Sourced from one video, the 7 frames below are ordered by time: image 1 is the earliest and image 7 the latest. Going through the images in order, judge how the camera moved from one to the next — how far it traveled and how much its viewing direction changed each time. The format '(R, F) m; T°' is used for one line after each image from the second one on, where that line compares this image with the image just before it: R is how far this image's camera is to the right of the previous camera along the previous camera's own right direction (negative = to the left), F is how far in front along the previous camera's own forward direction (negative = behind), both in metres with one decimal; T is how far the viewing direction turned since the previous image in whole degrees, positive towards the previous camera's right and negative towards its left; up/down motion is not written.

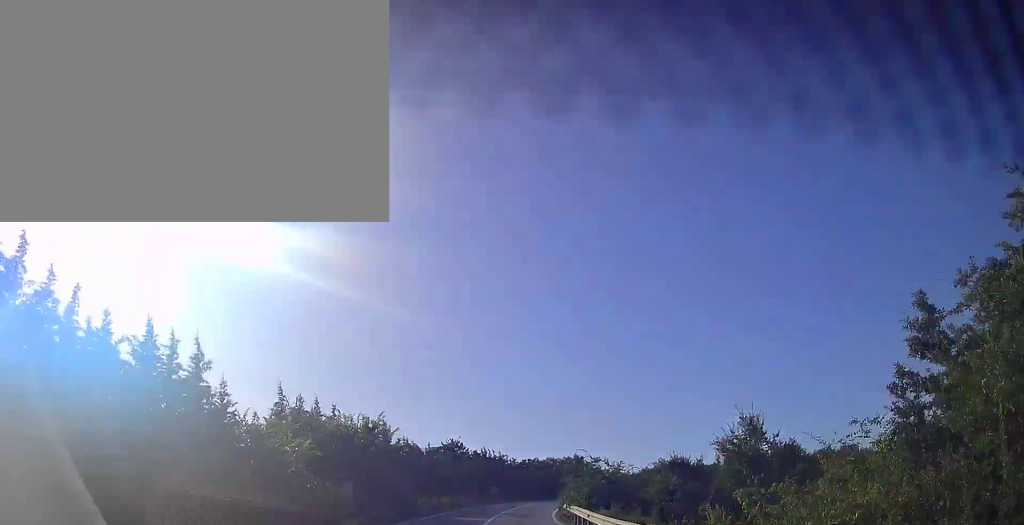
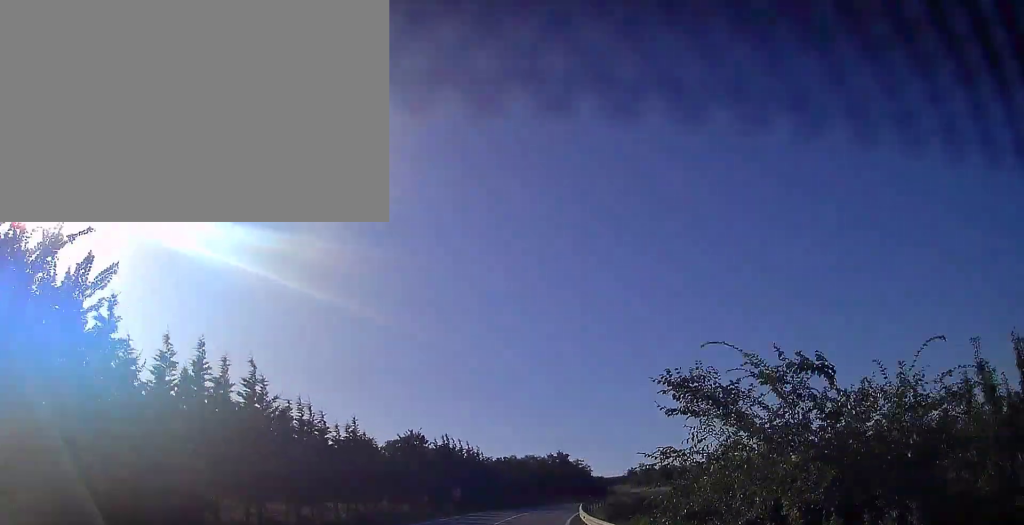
(+0.4, +22.0) m; +2°
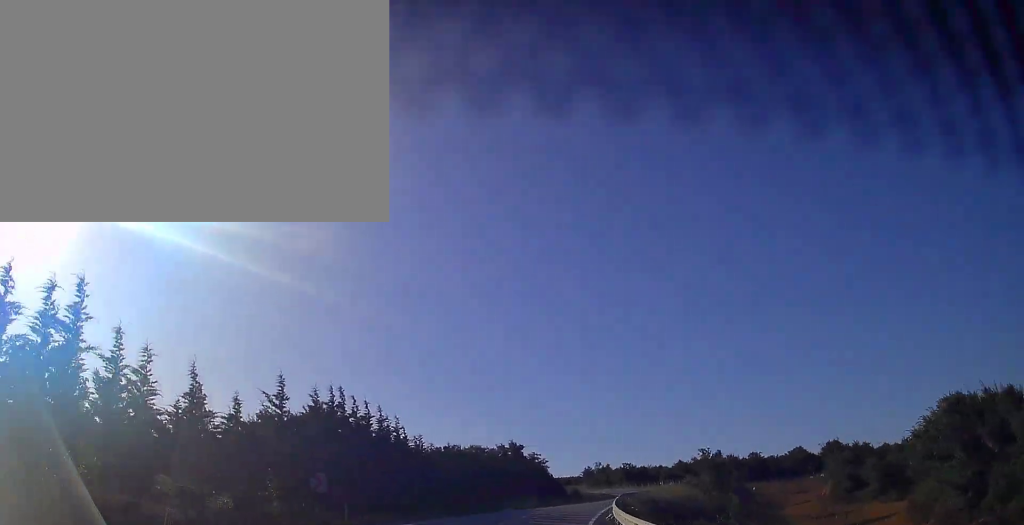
(+0.4, +22.5) m; +4°
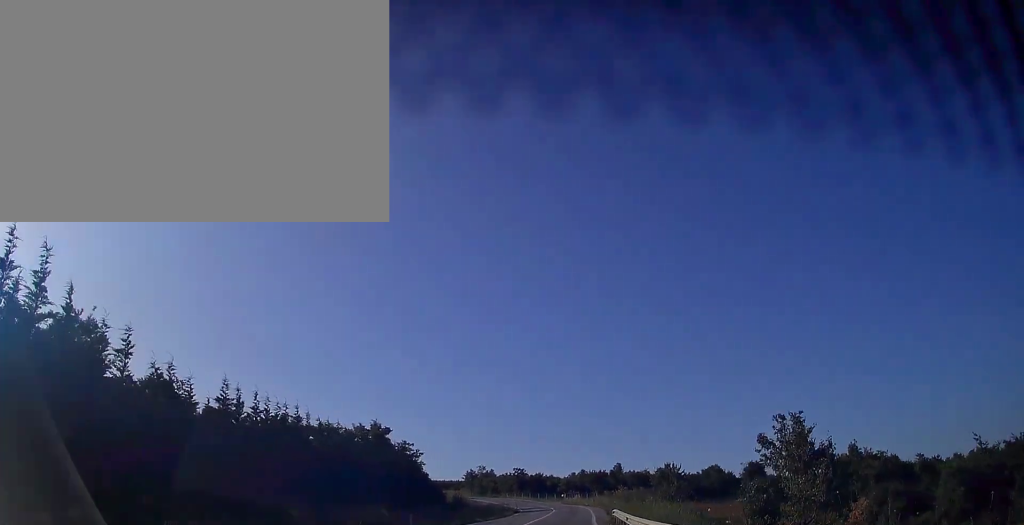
(+2.2, +28.8) m; +10°
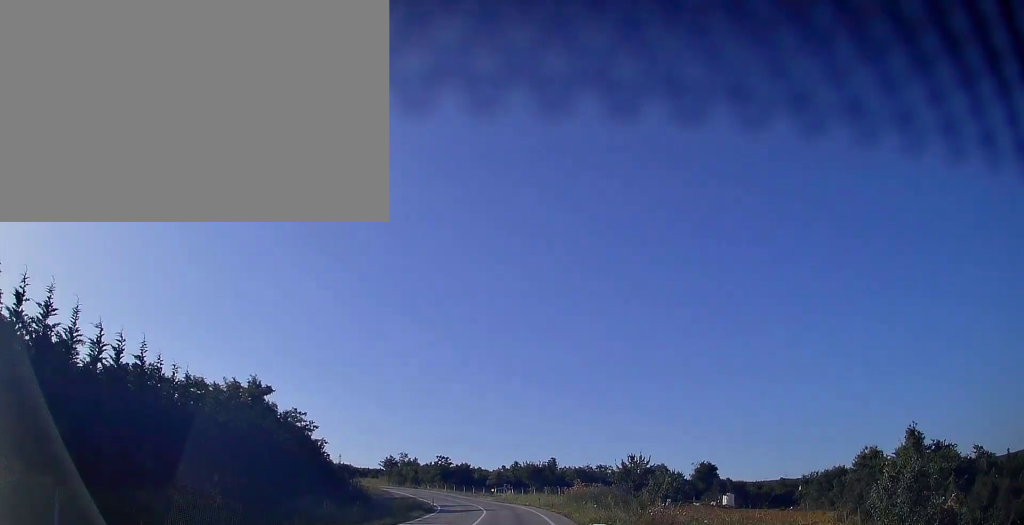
(+1.3, +19.3) m; +7°
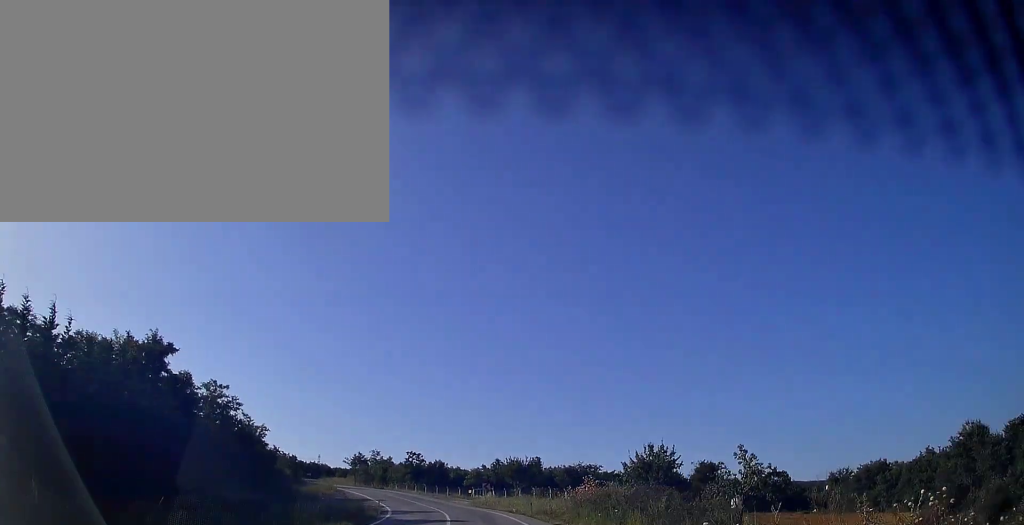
(+0.6, +15.2) m; +3°
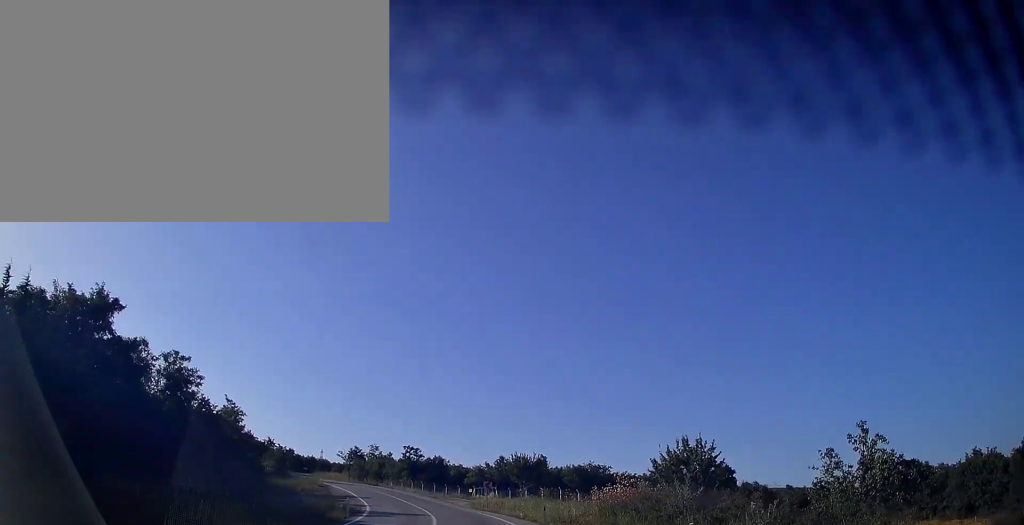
(+0.1, +7.3) m; +1°
